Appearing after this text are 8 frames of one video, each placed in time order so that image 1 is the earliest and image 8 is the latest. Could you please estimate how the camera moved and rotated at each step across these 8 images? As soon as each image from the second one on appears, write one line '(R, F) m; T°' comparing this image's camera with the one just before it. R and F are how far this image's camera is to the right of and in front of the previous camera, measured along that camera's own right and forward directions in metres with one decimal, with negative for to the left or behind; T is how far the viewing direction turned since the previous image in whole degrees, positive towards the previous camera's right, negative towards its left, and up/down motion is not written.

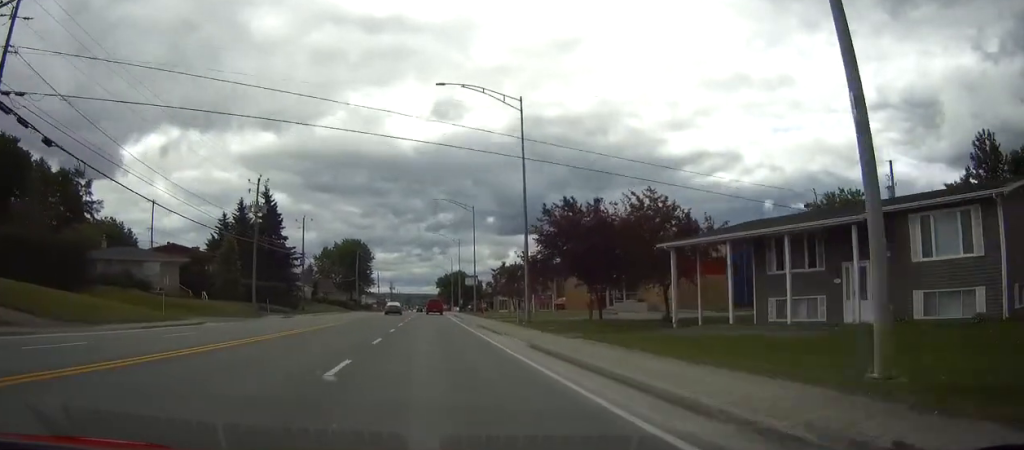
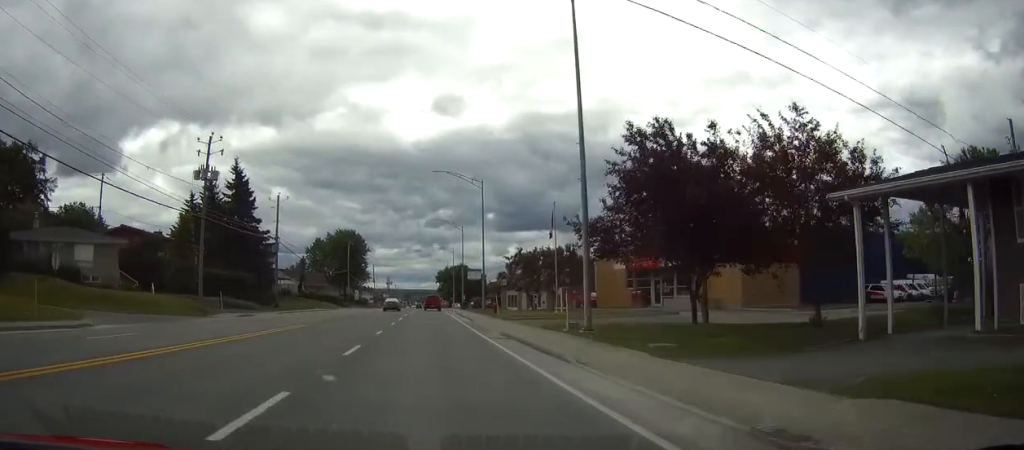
(0.0, +14.4) m; 0°
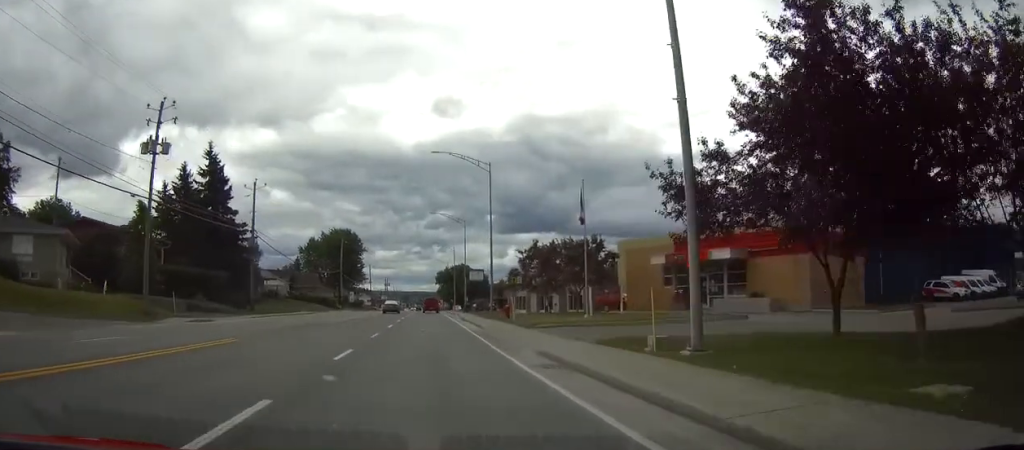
(0.0, +9.6) m; 0°
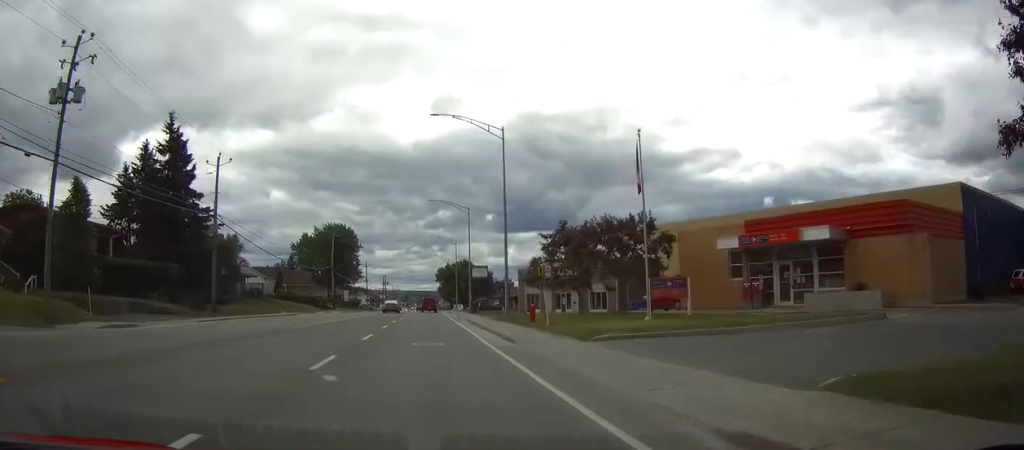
(0.0, +11.1) m; 0°
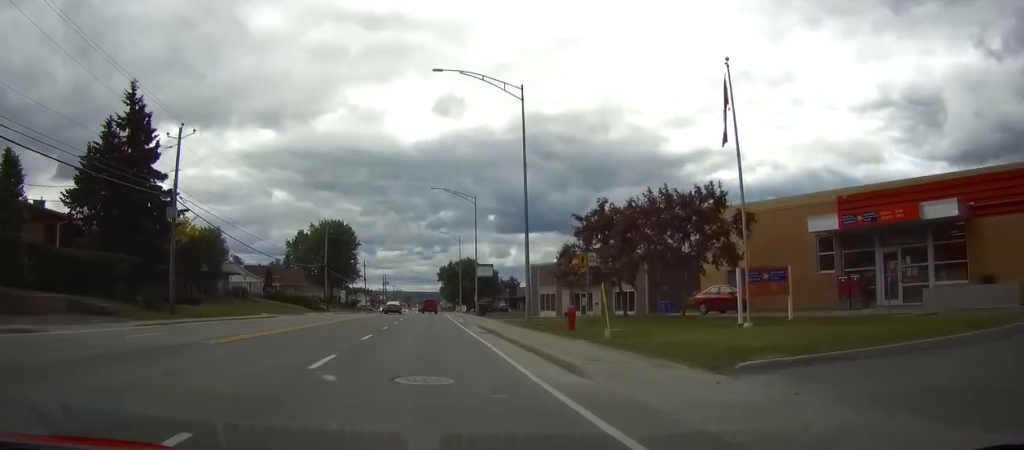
(-0.1, +8.9) m; 0°
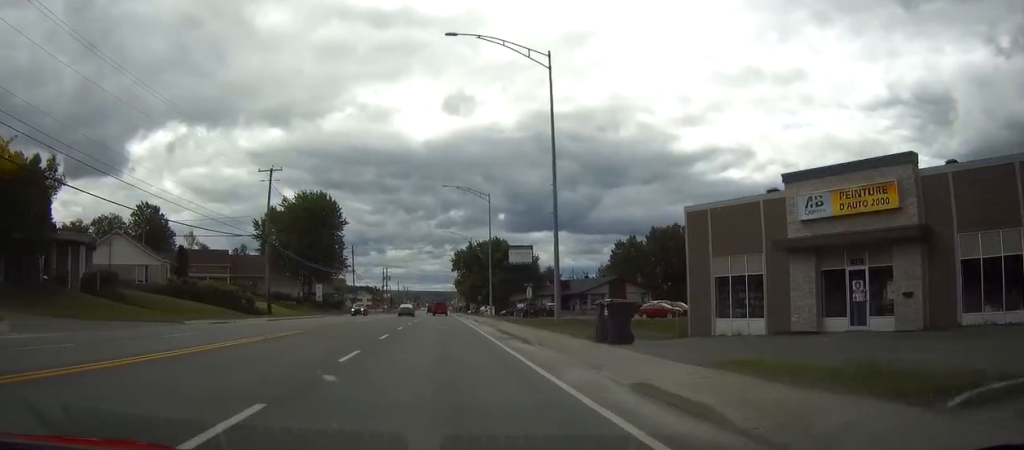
(-0.1, +42.6) m; 0°
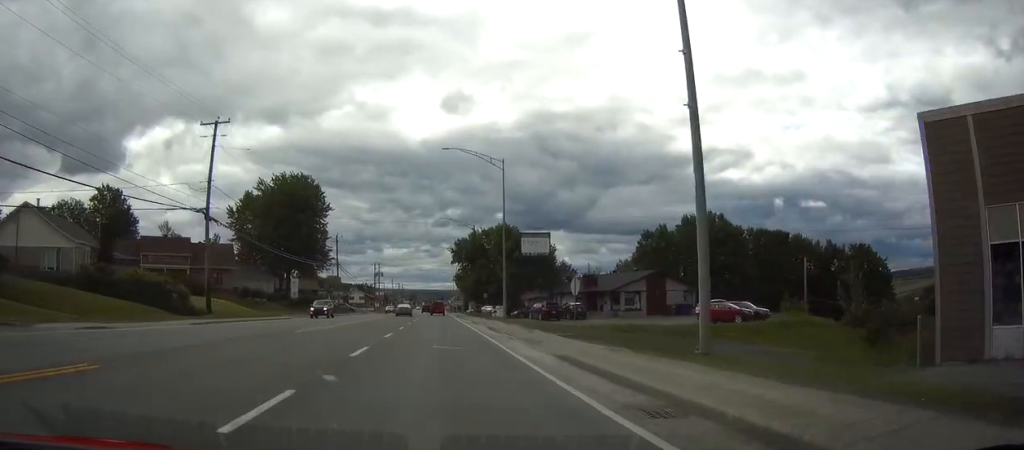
(0.0, +16.6) m; 0°
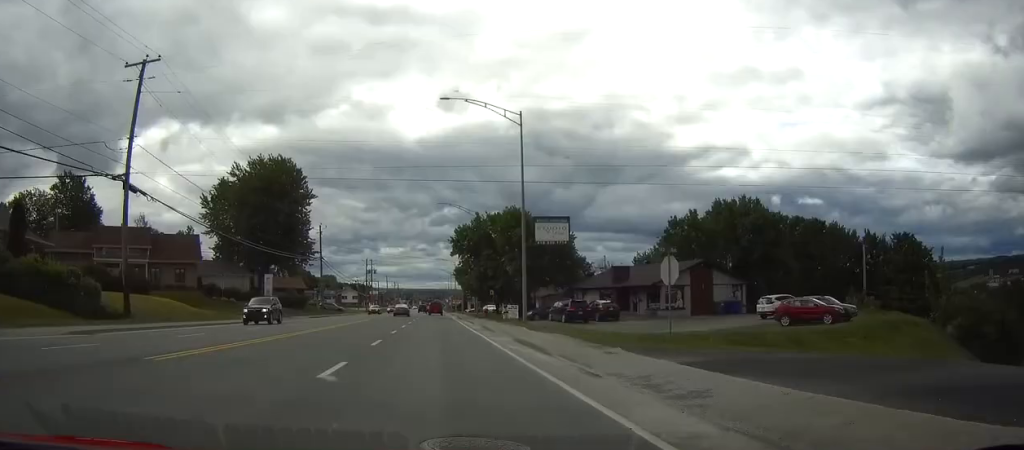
(0.0, +13.0) m; 0°
